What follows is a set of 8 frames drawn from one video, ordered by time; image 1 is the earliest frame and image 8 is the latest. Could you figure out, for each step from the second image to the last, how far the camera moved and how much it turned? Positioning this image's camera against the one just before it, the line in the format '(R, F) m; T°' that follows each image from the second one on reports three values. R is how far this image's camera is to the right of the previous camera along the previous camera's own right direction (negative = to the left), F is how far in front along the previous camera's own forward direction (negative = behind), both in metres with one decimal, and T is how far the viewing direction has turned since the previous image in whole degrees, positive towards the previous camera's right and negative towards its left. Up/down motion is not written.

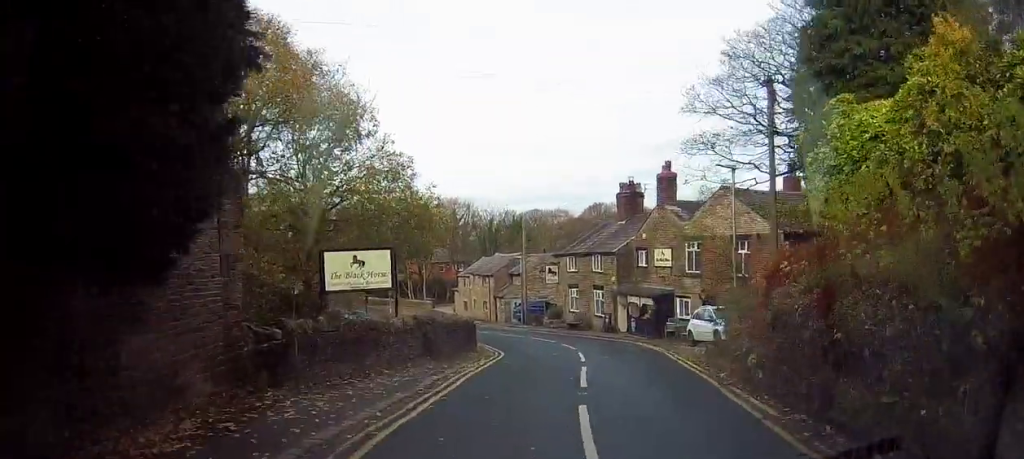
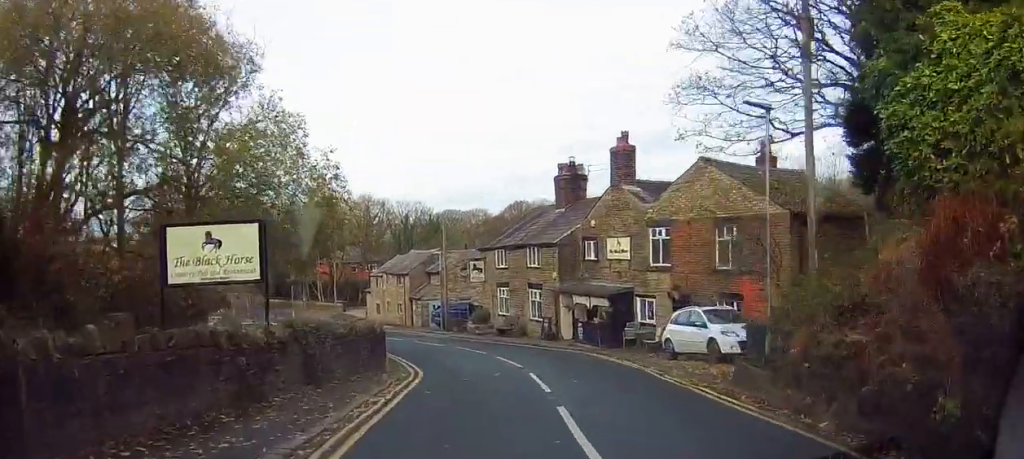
(+0.8, +6.0) m; +6°
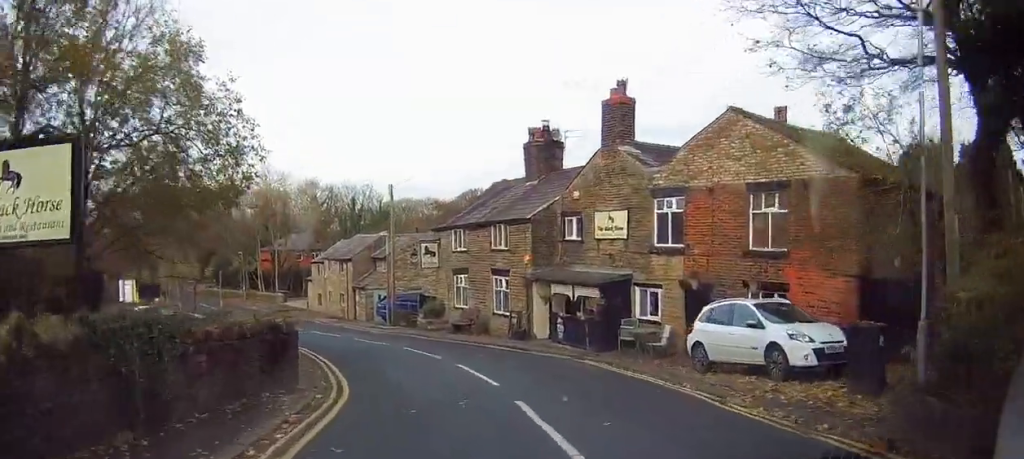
(+0.2, +5.6) m; +3°
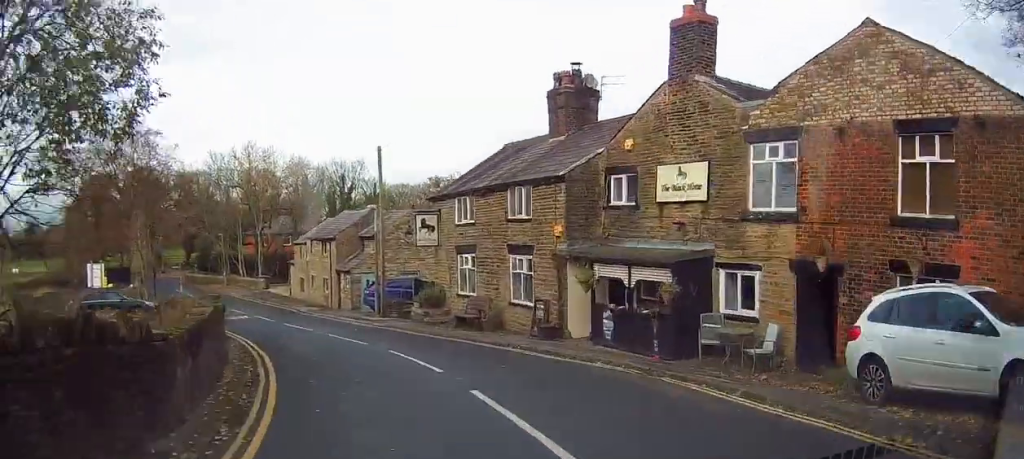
(+0.1, +6.3) m; +1°
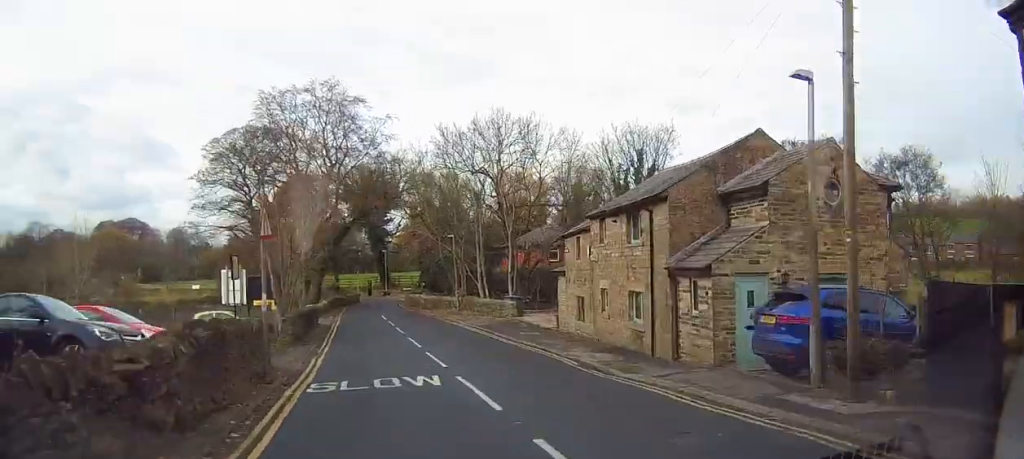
(-3.0, +20.4) m; -19°
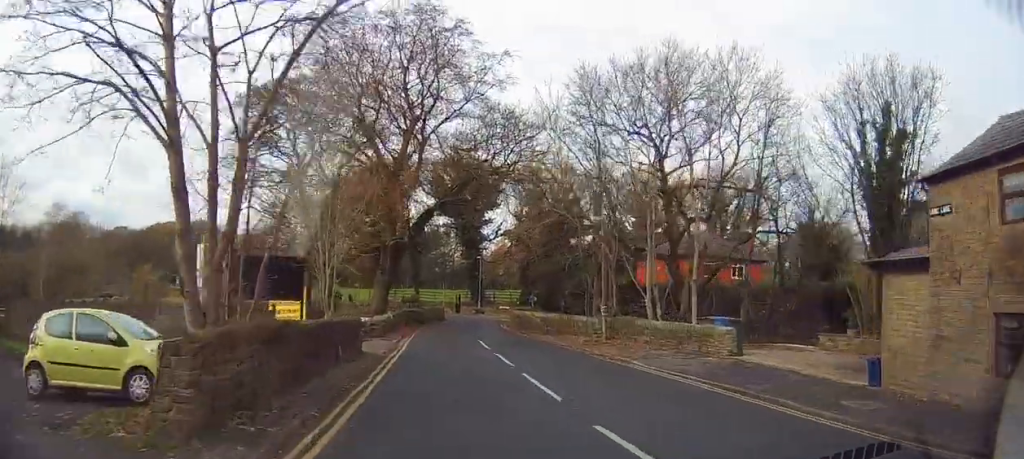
(+1.7, +16.0) m; -5°
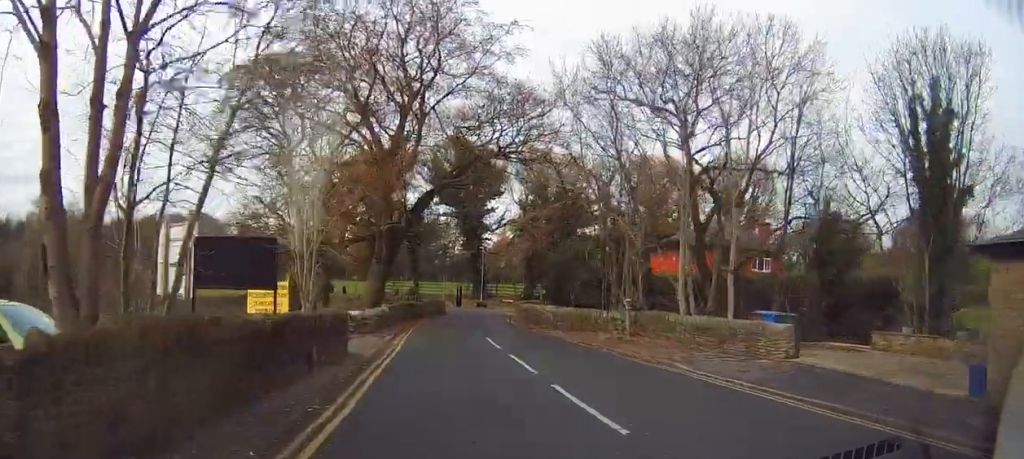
(0.0, +2.9) m; -7°
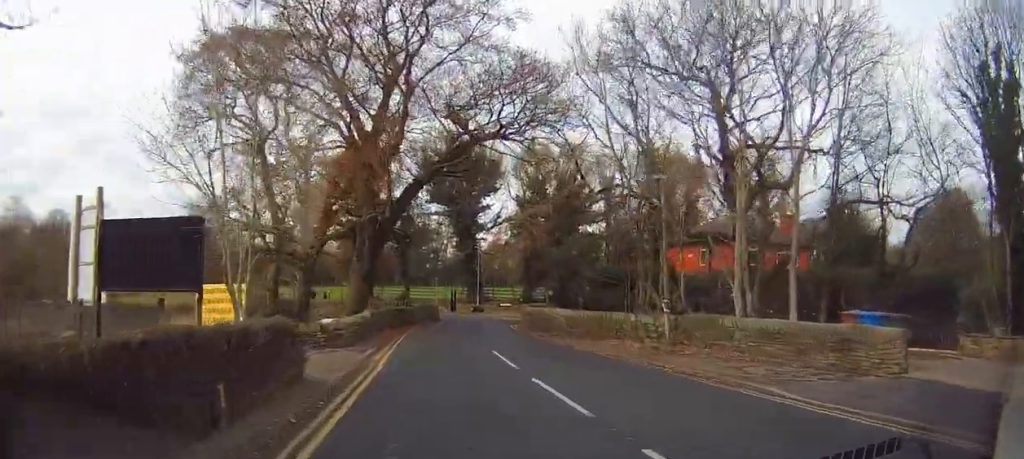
(-2.0, +4.9) m; -9°
